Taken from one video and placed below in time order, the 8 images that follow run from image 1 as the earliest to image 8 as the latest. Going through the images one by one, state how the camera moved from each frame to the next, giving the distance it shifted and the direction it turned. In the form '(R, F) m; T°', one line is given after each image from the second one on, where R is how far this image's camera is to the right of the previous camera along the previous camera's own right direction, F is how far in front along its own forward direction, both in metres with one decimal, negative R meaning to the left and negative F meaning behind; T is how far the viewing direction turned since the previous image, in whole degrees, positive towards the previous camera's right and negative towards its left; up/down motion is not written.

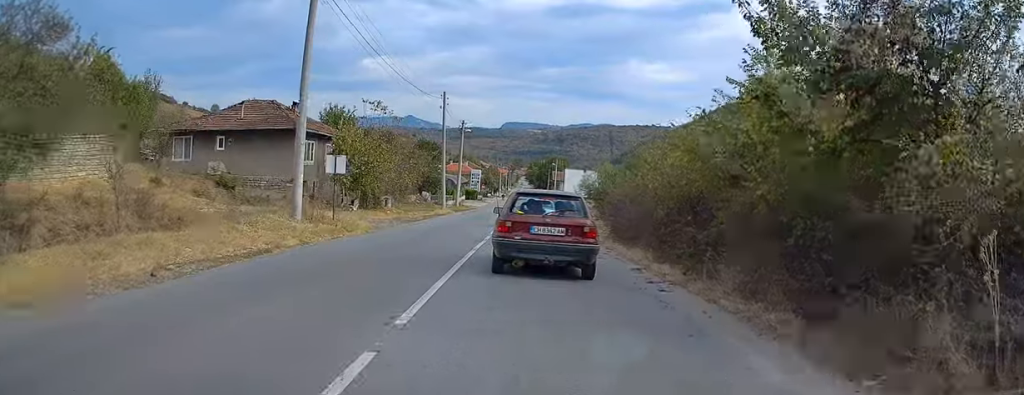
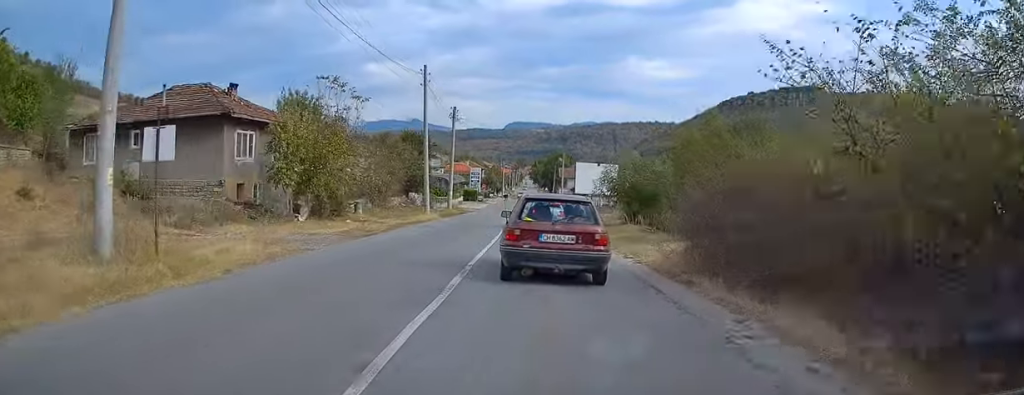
(+0.2, +10.1) m; +1°
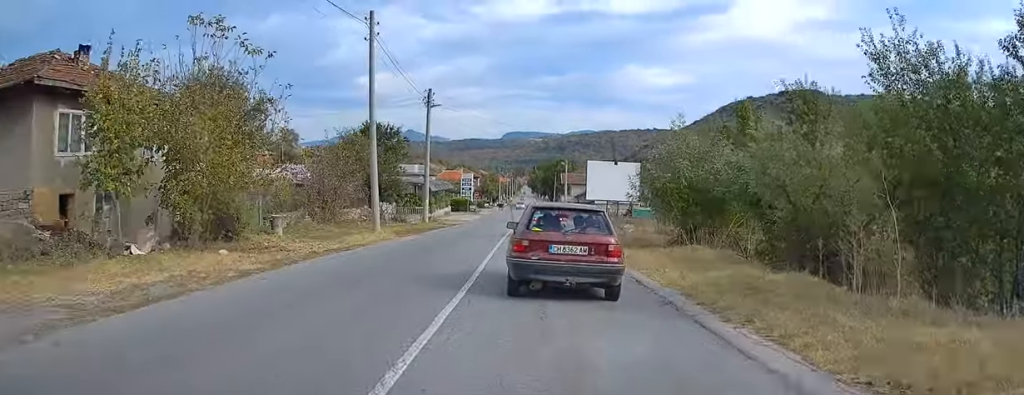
(0.0, +12.7) m; -1°
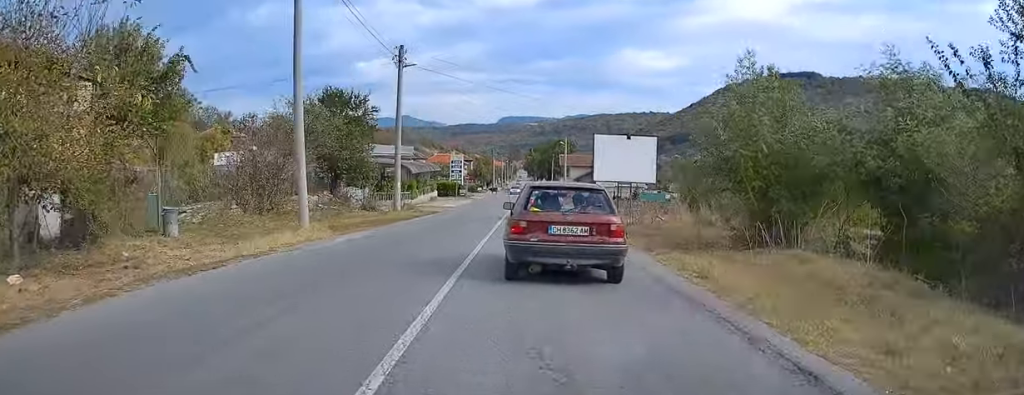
(-0.1, +7.9) m; 0°
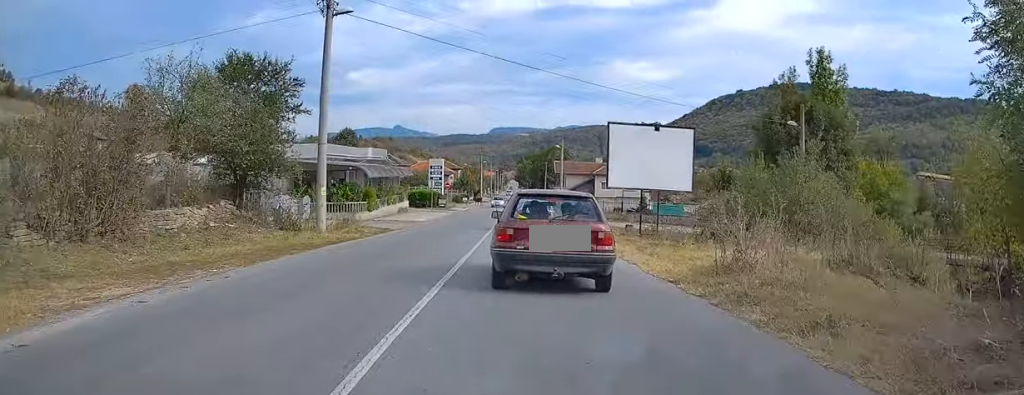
(+0.1, +11.4) m; +1°
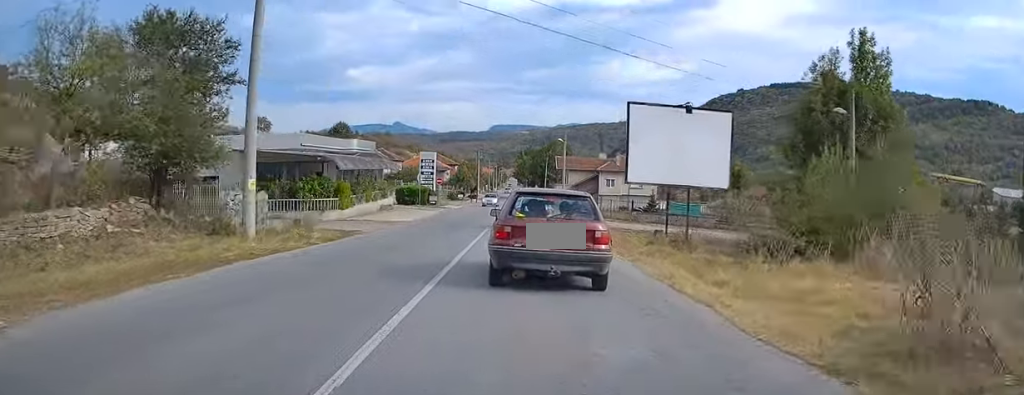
(0.0, +6.0) m; -1°
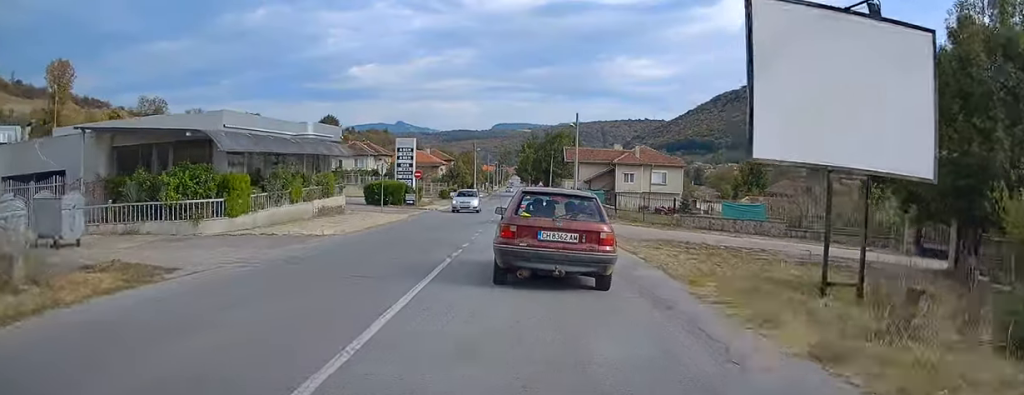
(-0.3, +13.5) m; -1°
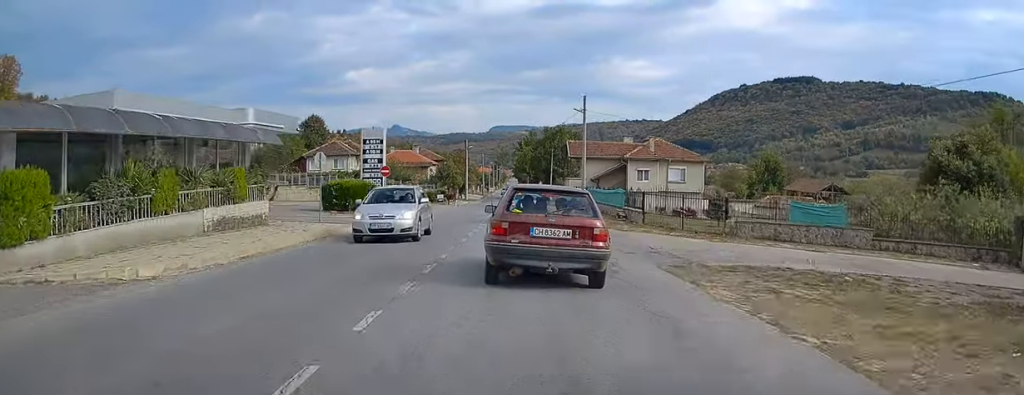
(+0.2, +10.2) m; +2°
